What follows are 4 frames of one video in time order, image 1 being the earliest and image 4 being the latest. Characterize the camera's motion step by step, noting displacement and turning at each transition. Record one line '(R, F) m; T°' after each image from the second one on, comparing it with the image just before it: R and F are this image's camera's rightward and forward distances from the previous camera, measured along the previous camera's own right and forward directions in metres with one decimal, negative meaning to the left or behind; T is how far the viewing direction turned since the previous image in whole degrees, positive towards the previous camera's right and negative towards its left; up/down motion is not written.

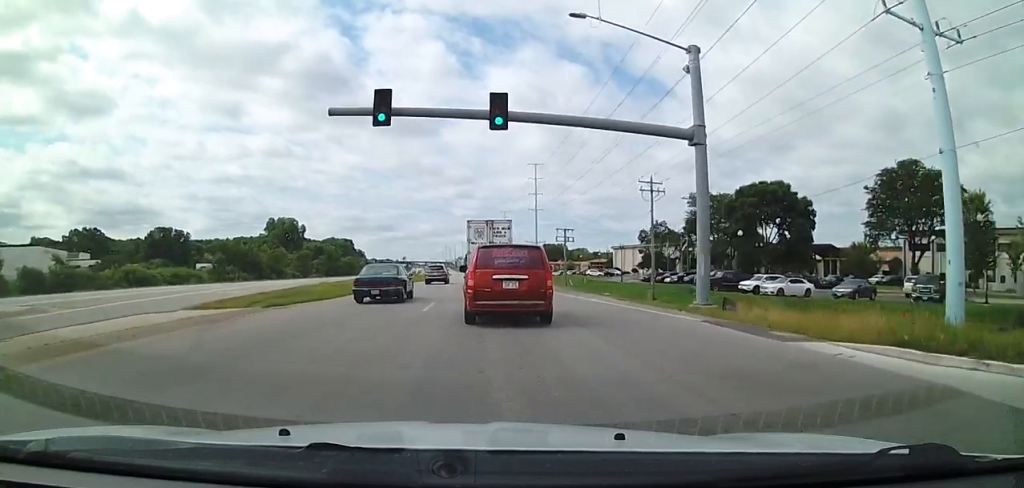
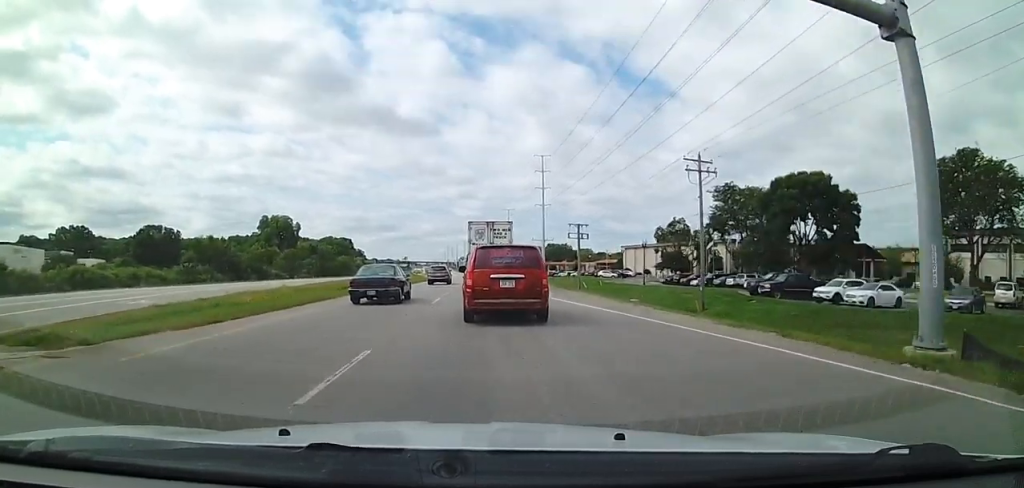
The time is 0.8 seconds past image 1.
(+0.1, +11.4) m; 0°
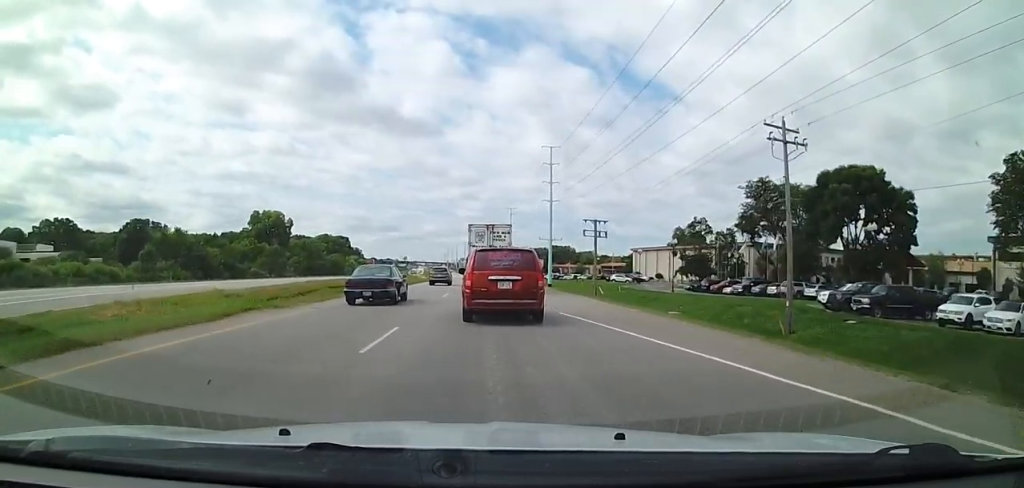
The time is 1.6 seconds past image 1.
(-0.1, +11.9) m; -1°
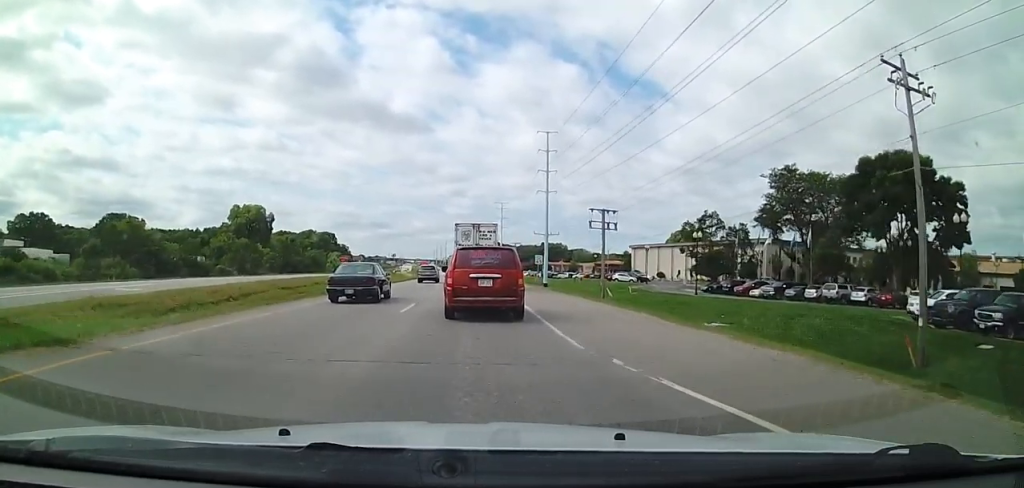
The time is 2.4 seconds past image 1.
(0.0, +10.6) m; +1°
